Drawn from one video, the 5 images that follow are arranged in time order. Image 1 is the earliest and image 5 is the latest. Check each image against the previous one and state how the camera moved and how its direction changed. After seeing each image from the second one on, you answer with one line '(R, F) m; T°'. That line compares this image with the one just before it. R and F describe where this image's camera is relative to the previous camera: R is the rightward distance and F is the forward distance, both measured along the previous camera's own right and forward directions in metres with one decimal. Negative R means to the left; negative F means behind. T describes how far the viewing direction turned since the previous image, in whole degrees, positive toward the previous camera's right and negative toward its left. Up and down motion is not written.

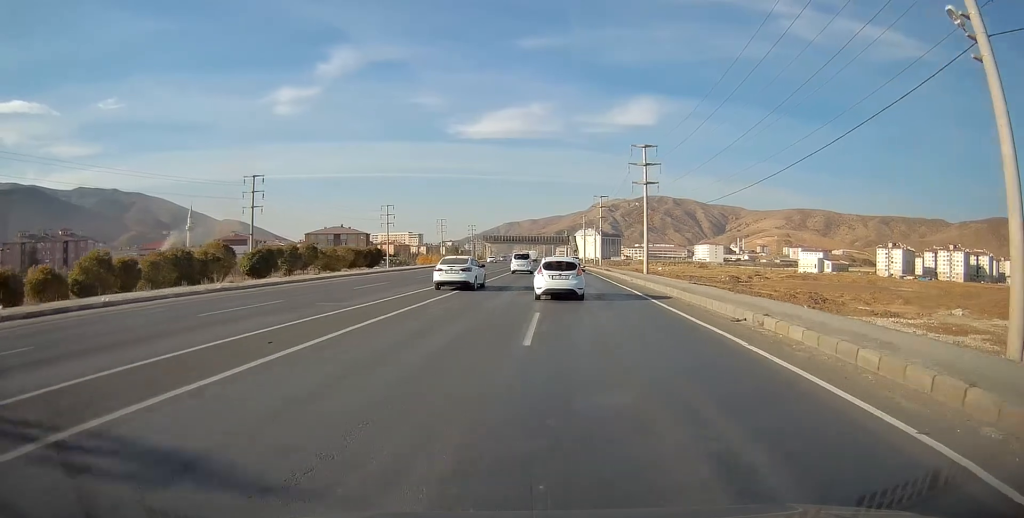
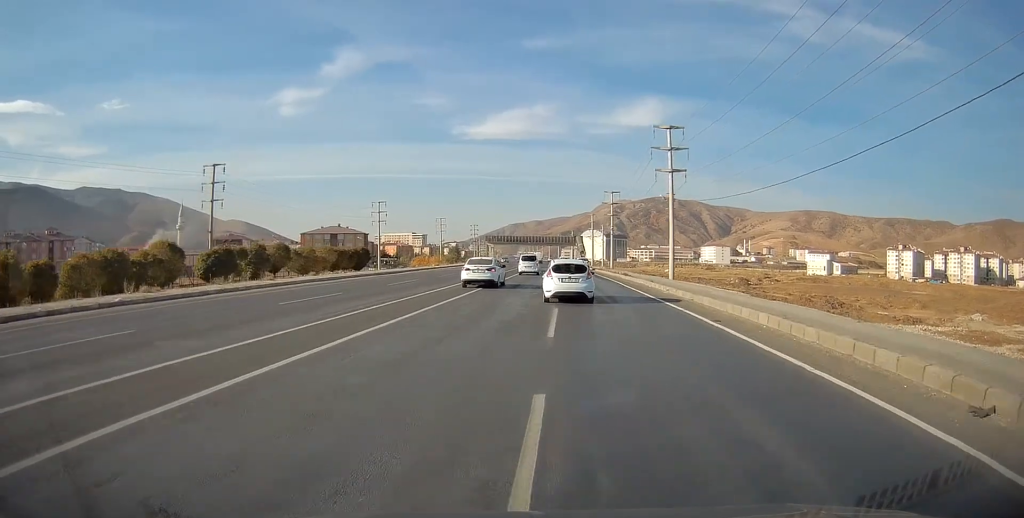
(+0.1, +8.7) m; 0°
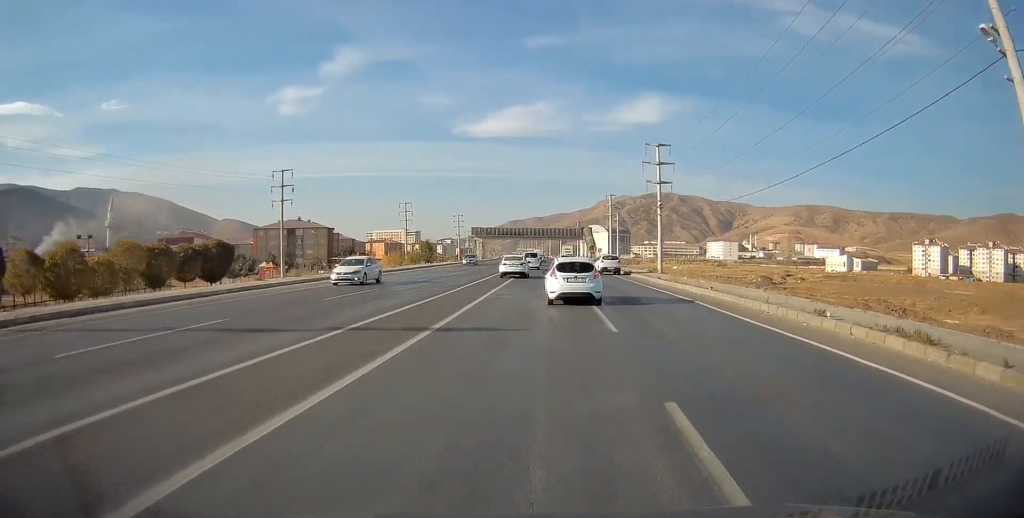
(-0.4, +36.6) m; -1°
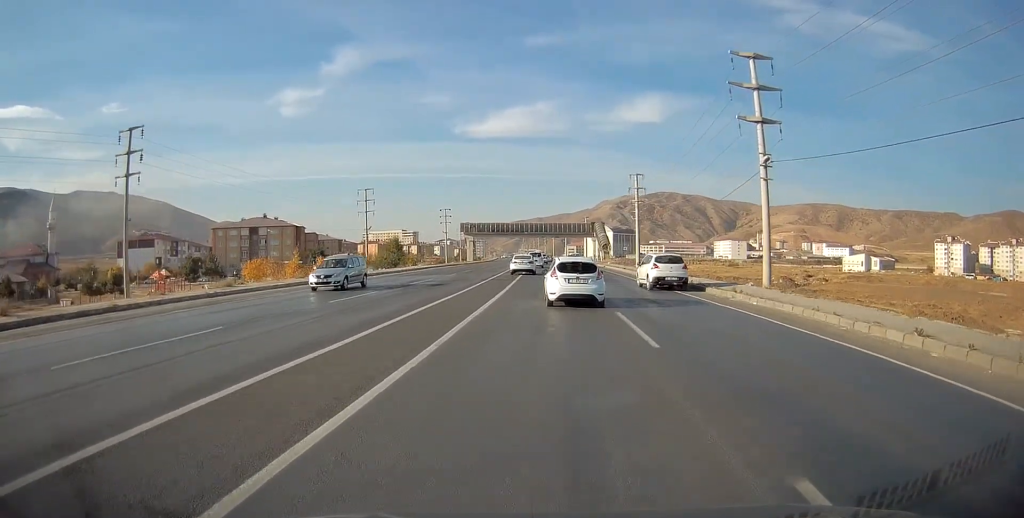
(+0.1, +25.9) m; +1°
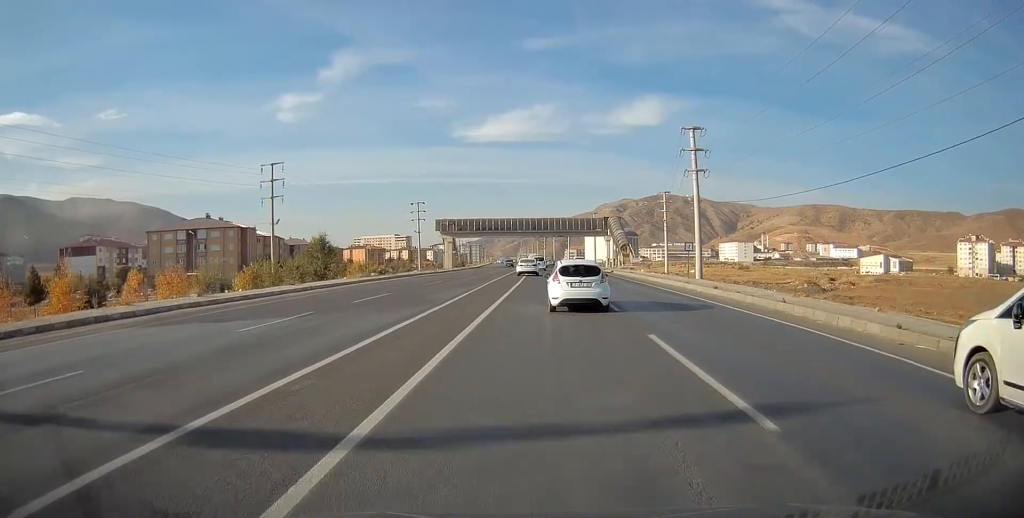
(+0.1, +29.4) m; -1°
